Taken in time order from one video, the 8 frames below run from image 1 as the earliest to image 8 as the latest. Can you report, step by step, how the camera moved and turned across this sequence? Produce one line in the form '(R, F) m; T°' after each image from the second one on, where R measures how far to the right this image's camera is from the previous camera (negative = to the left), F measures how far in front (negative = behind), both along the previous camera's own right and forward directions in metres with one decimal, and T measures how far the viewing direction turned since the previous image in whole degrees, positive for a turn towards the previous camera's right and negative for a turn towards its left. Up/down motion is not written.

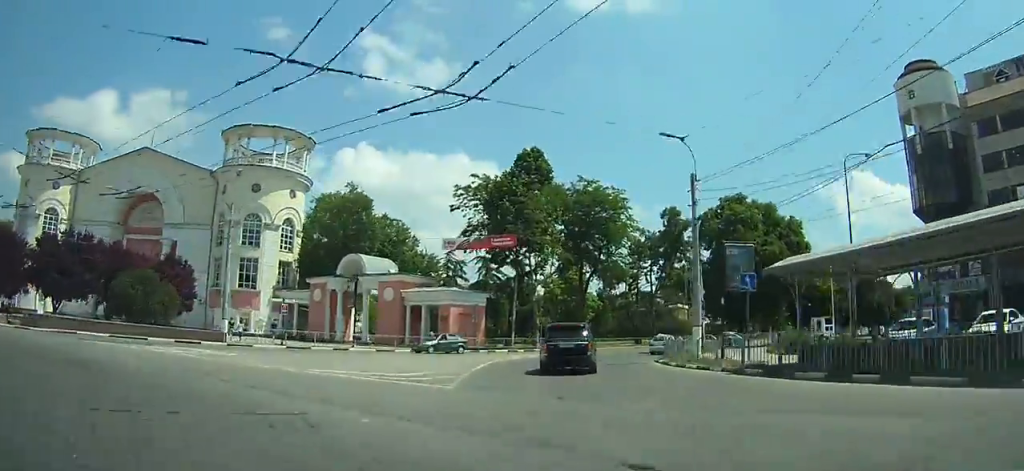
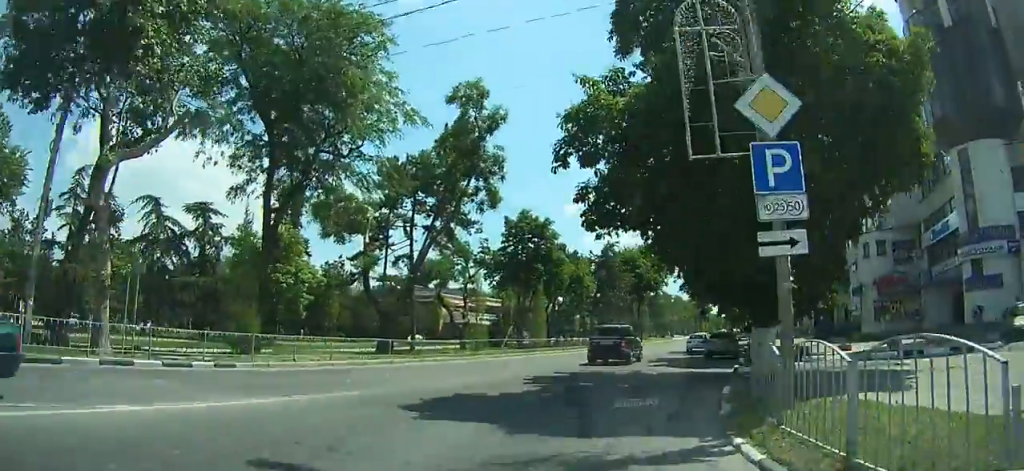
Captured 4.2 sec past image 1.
(+1.4, +30.4) m; +12°
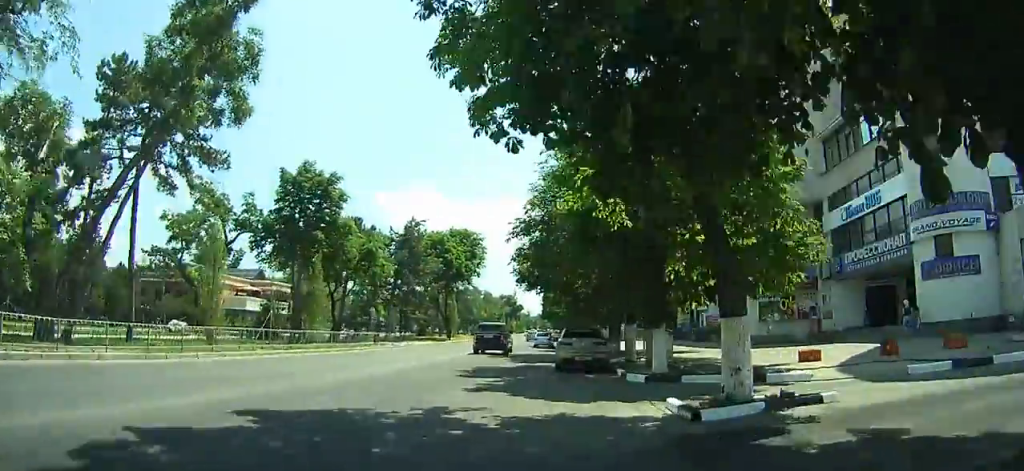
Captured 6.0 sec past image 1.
(+1.0, +10.6) m; +9°
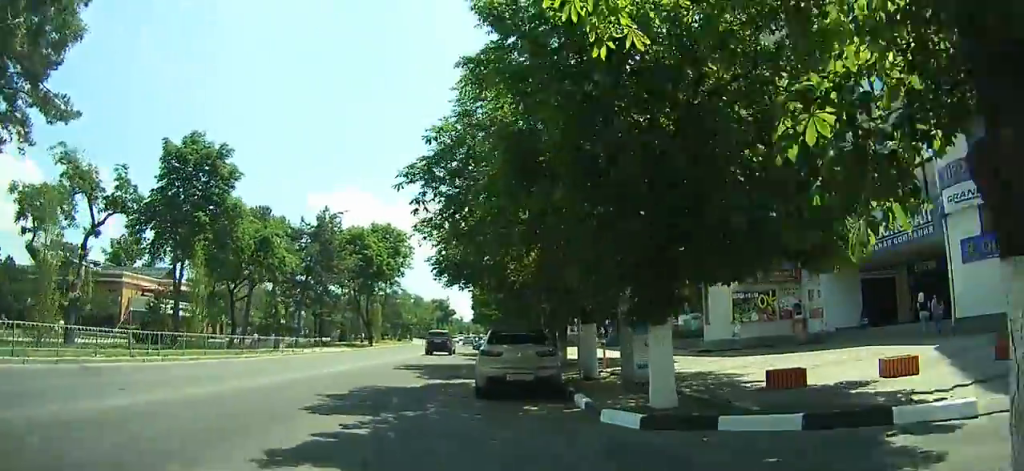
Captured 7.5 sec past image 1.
(+0.7, +6.1) m; +8°
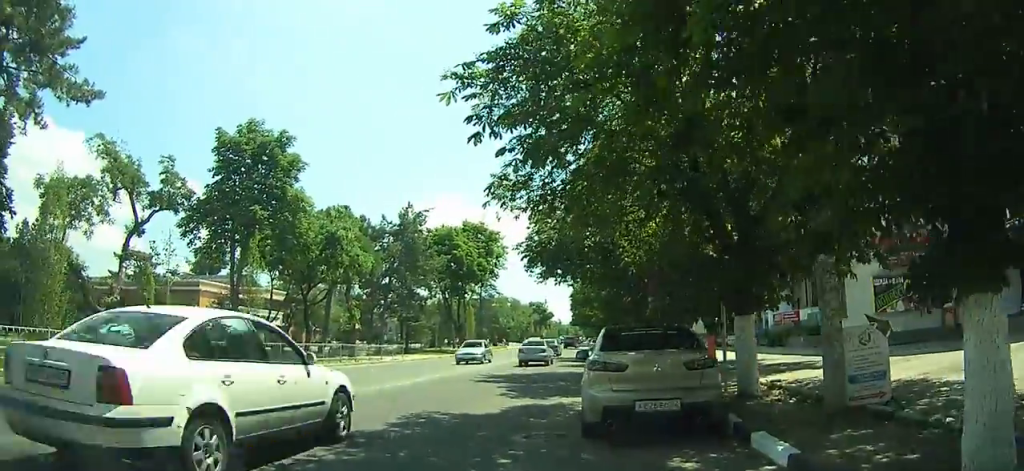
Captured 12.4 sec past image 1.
(+2.4, +12.0) m; +14°
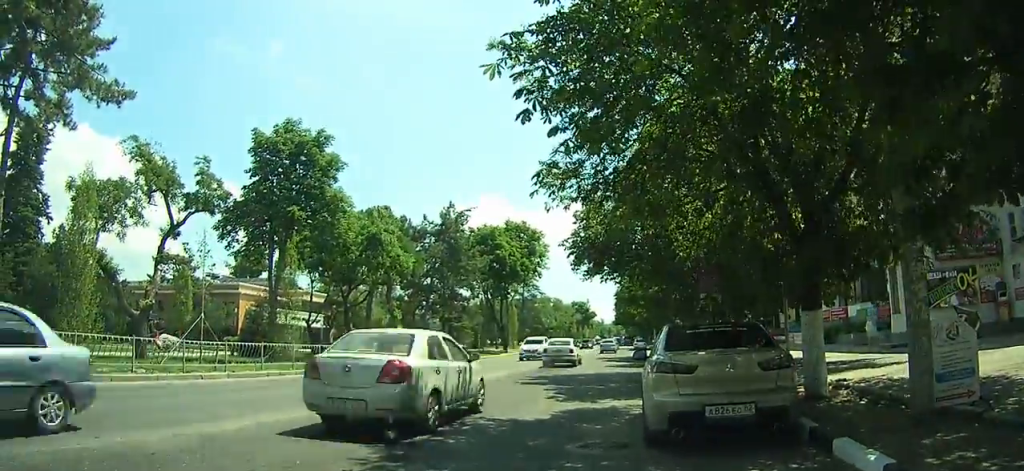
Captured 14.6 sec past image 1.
(-0.4, +2.7) m; -4°
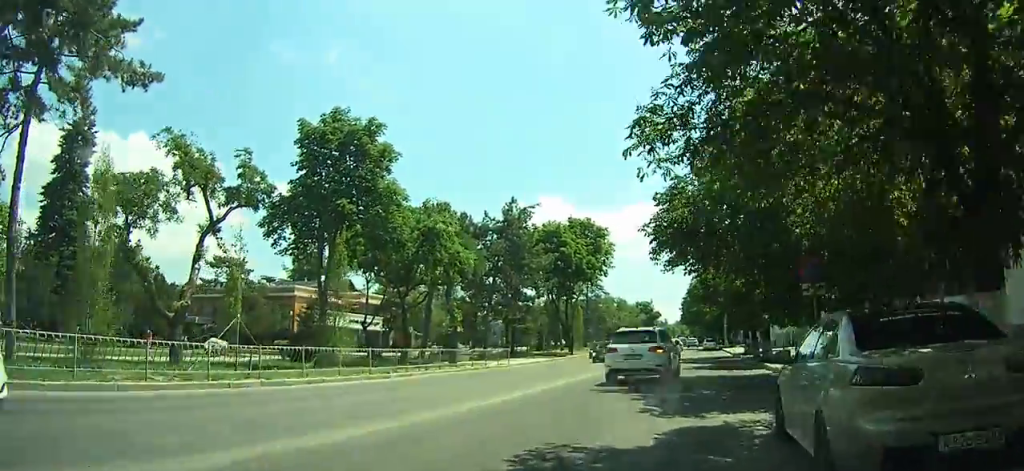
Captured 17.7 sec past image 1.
(0.0, +5.1) m; +1°
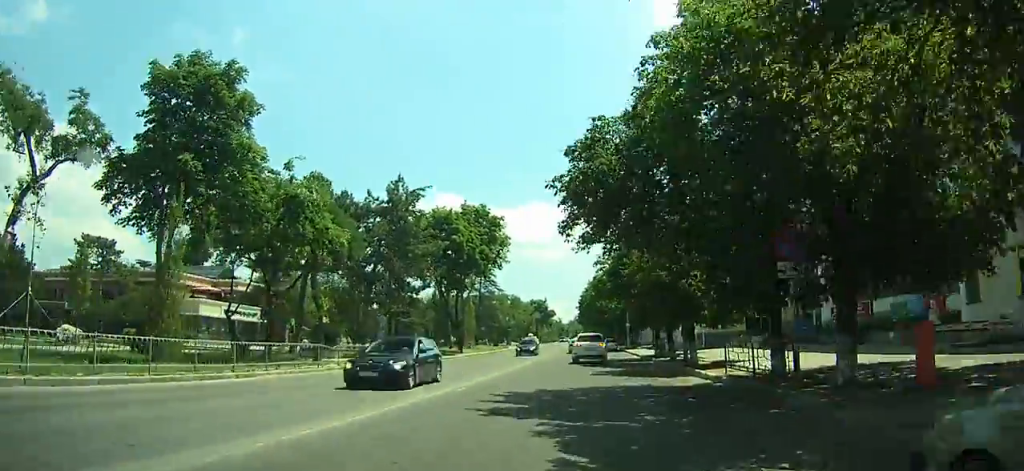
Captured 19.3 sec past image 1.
(0.0, +4.1) m; +1°
